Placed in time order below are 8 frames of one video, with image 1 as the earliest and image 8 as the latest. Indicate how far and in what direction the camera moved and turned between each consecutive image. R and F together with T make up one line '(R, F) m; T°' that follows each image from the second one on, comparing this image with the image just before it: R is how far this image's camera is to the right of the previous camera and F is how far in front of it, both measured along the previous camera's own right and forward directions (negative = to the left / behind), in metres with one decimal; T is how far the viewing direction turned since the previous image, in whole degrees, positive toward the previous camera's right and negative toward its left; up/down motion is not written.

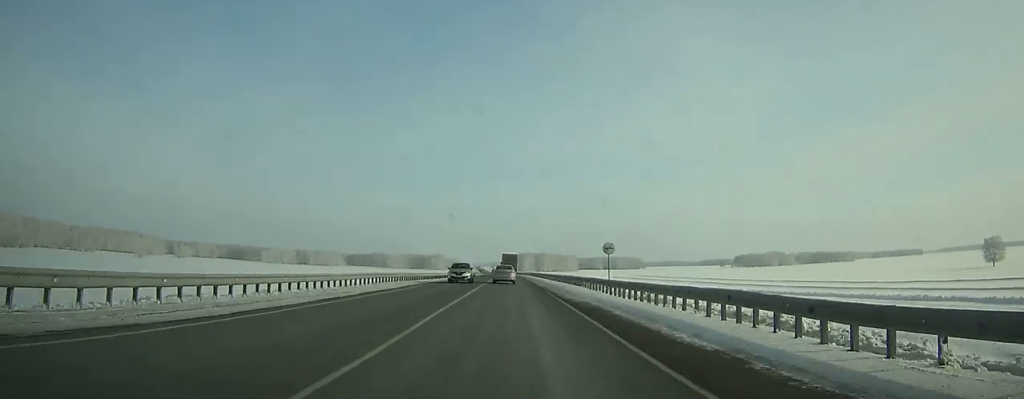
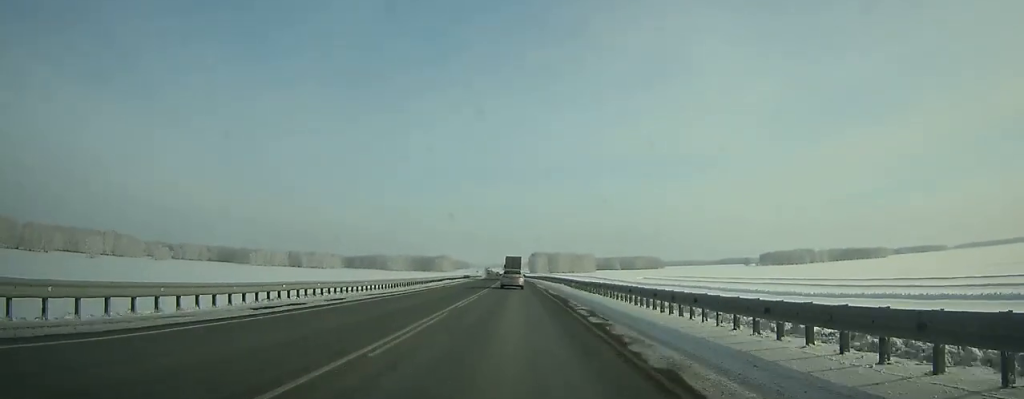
(-0.3, +64.3) m; -1°
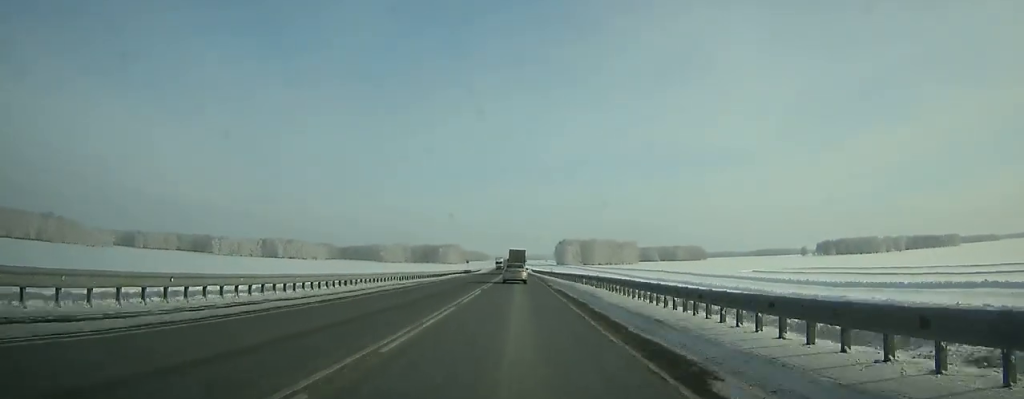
(-2.4, +131.7) m; -2°
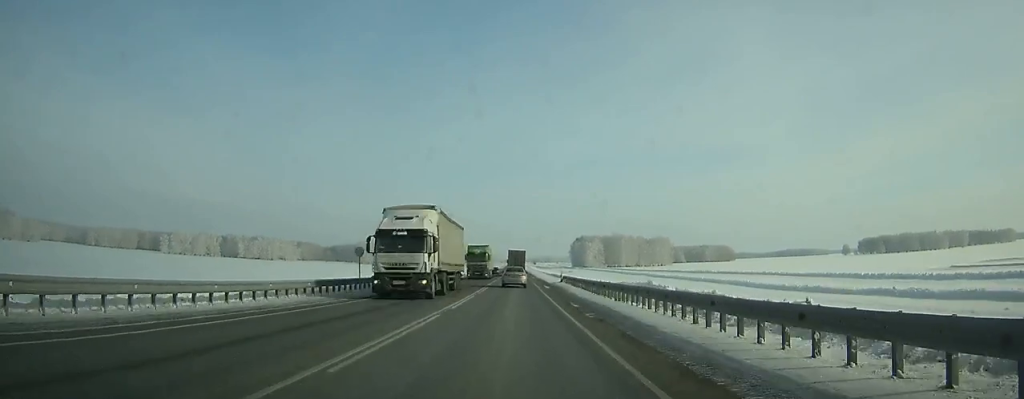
(-0.6, +97.4) m; -1°
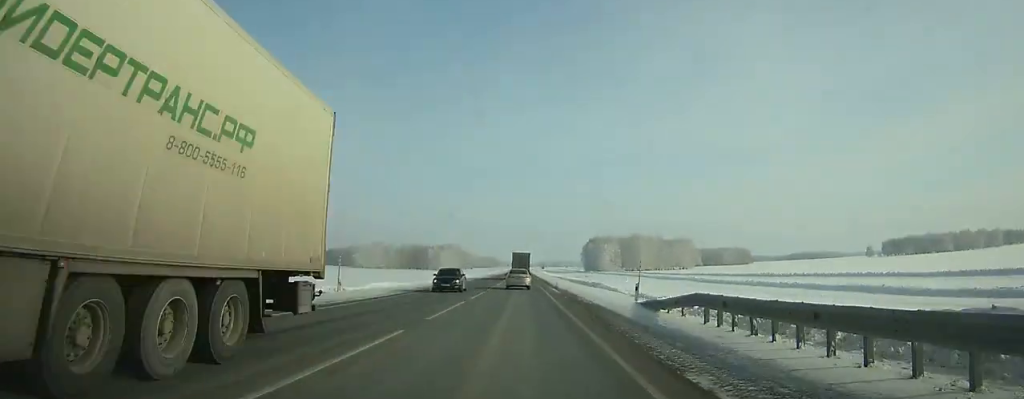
(-0.1, +39.8) m; 0°
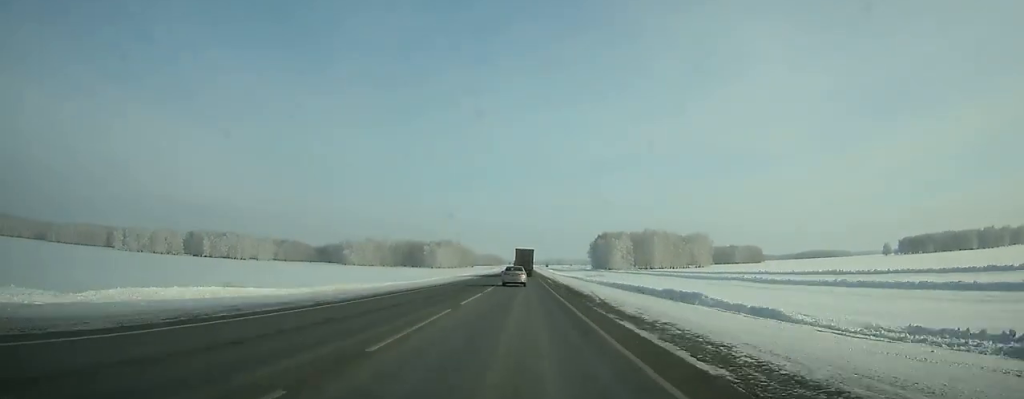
(-0.1, +29.7) m; 0°
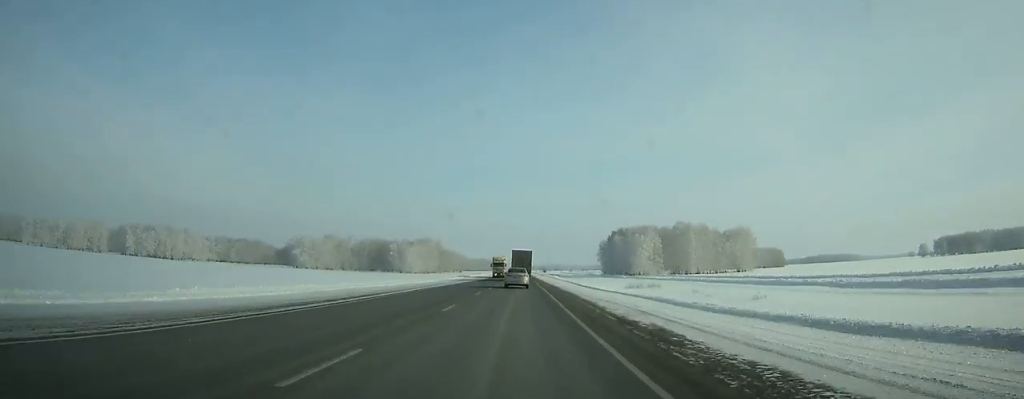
(-0.2, +77.8) m; 0°
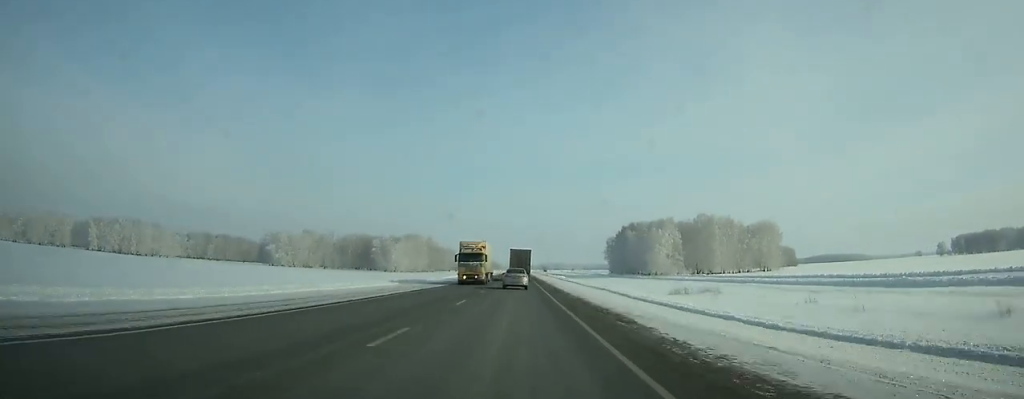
(0.0, +31.0) m; 0°
